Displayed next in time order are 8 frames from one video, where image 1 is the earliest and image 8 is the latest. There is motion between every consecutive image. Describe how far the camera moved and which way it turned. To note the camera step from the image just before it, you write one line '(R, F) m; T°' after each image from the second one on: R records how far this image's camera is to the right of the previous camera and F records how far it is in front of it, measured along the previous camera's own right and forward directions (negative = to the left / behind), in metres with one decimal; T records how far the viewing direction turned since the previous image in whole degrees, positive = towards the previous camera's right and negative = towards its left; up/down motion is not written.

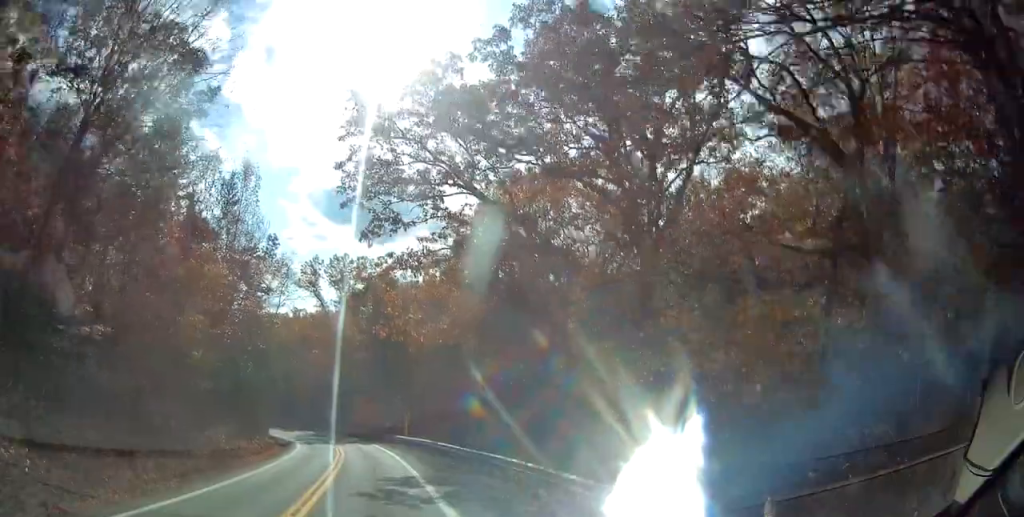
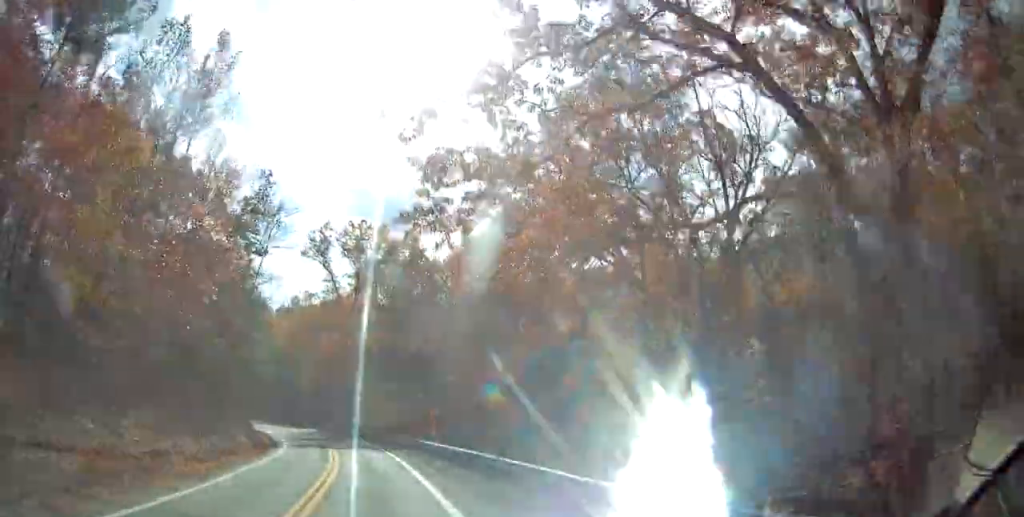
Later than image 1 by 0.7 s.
(0.0, +15.1) m; -4°
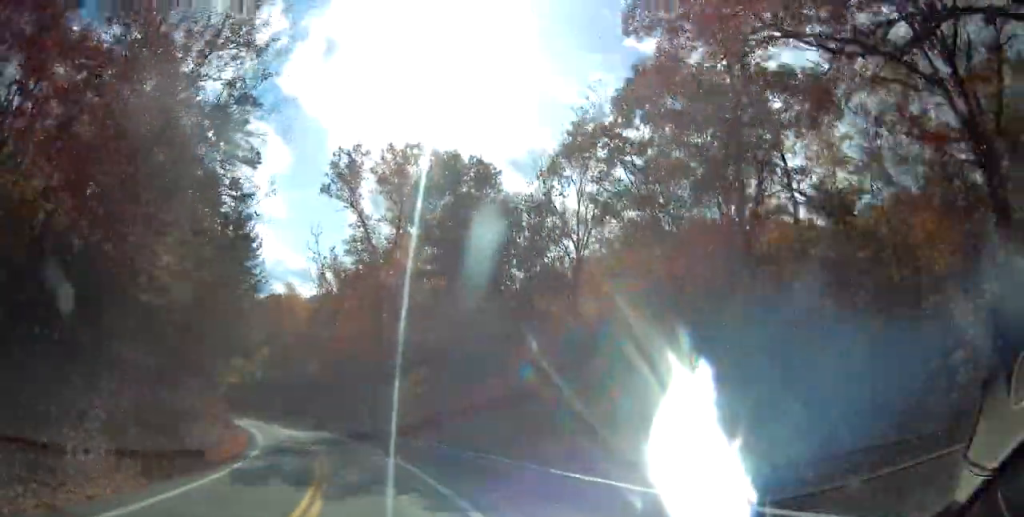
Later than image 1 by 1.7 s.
(-1.8, +22.5) m; -8°
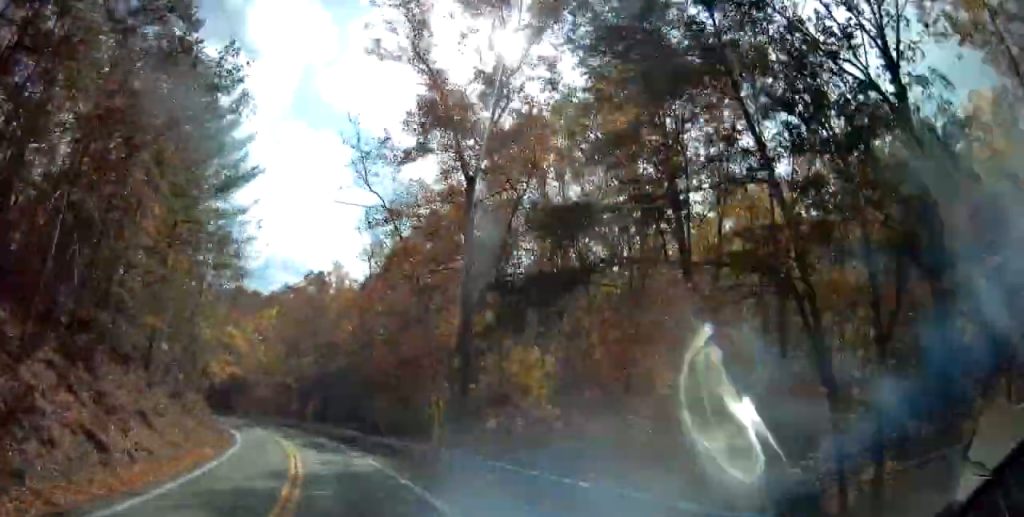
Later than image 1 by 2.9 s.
(-1.3, +25.3) m; -3°
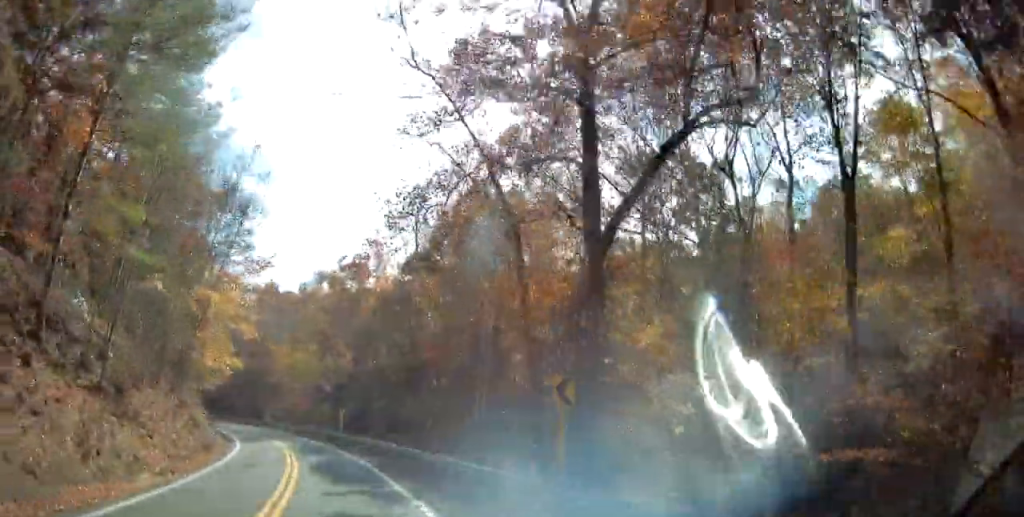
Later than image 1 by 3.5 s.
(0.0, +13.0) m; 0°
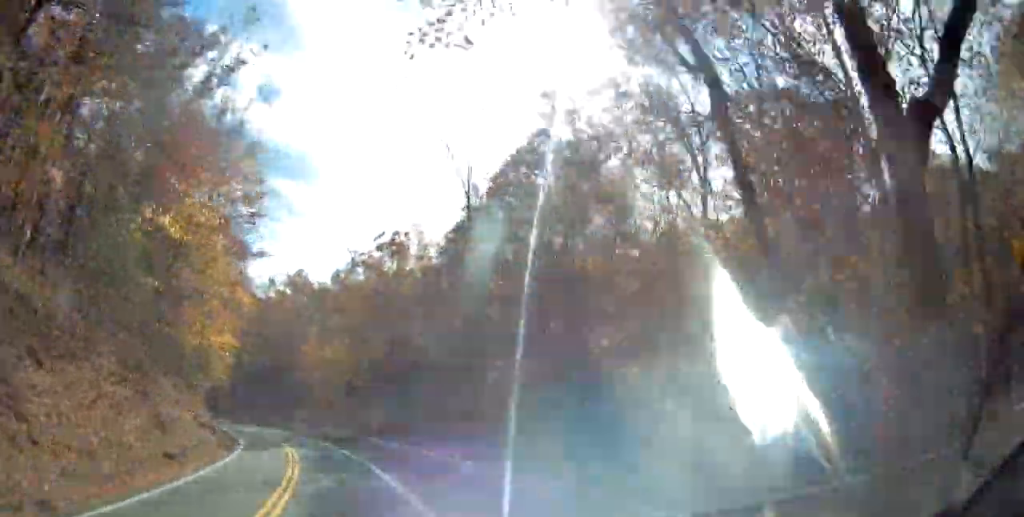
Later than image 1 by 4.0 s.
(0.0, +10.2) m; 0°
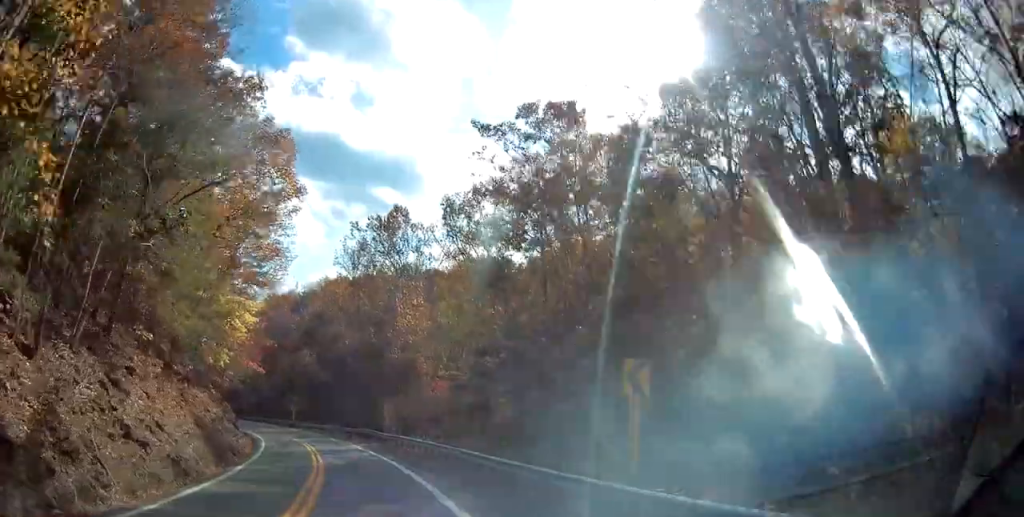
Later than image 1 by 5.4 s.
(-2.8, +27.9) m; -15°
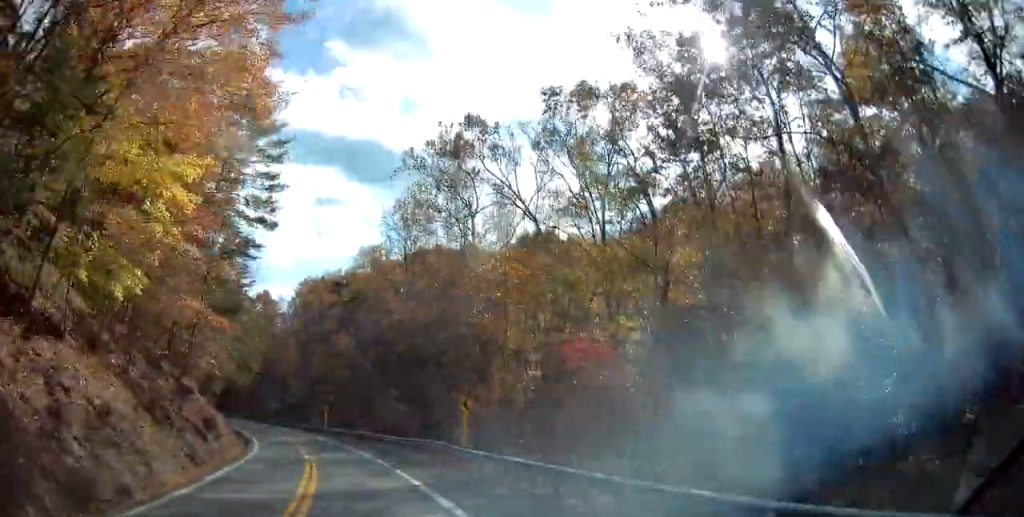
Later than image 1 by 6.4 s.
(-2.3, +19.5) m; -8°
